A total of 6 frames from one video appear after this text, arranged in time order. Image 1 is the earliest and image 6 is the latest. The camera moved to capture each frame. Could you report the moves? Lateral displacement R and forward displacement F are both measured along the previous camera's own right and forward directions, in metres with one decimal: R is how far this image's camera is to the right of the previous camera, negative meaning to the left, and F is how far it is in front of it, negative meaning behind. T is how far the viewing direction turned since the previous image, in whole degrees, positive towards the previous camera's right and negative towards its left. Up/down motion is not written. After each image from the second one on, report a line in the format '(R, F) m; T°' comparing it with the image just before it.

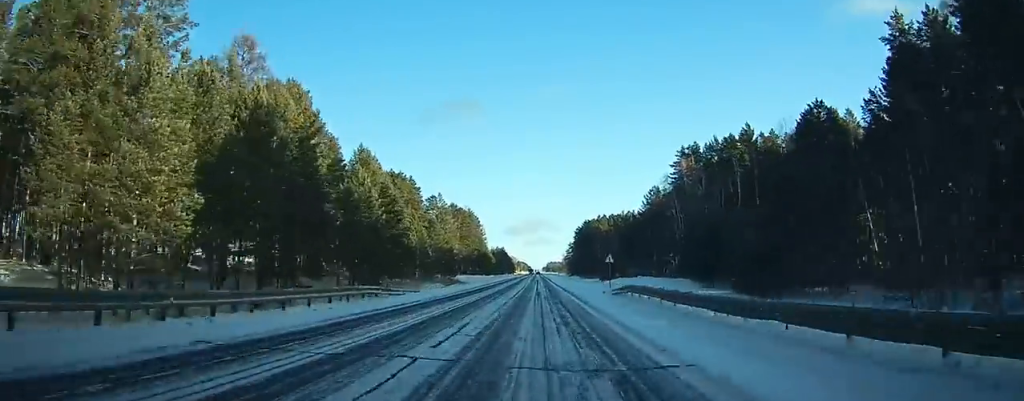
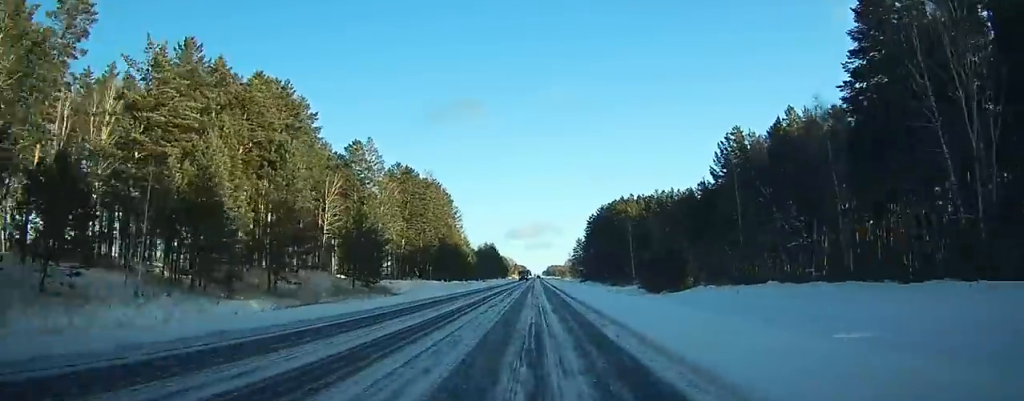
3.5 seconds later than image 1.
(-0.3, +82.7) m; 0°
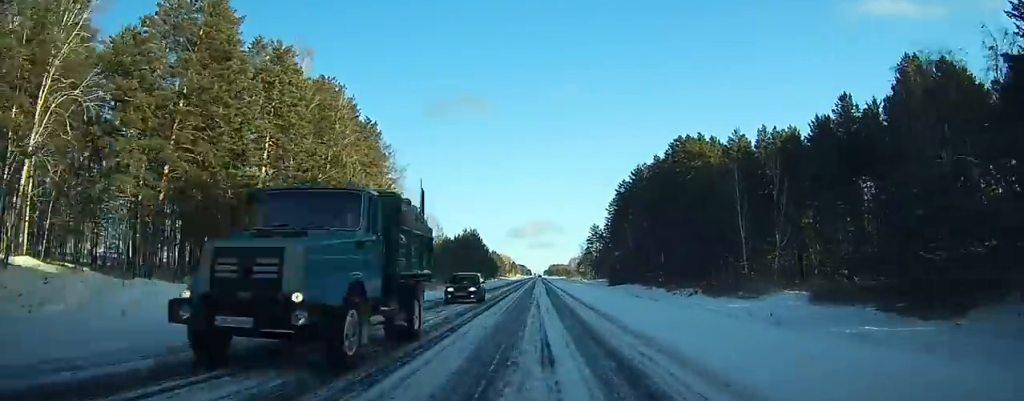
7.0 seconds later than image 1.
(-0.1, +84.9) m; 0°
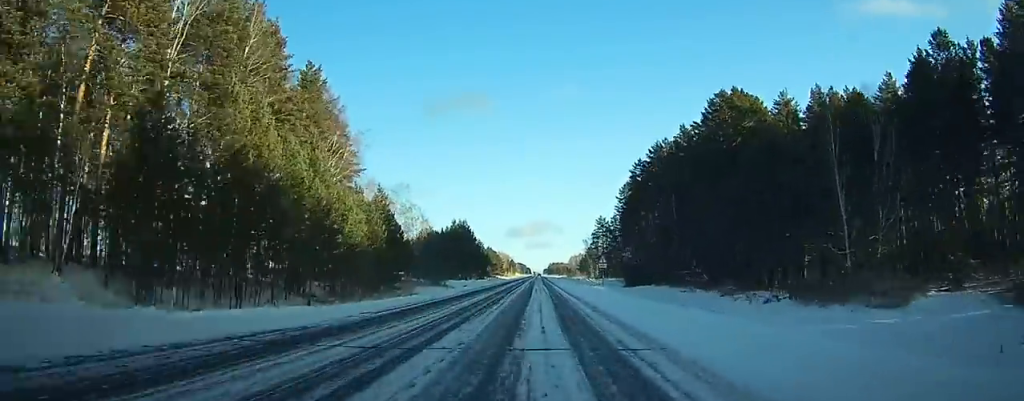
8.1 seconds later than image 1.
(-0.2, +25.8) m; 0°
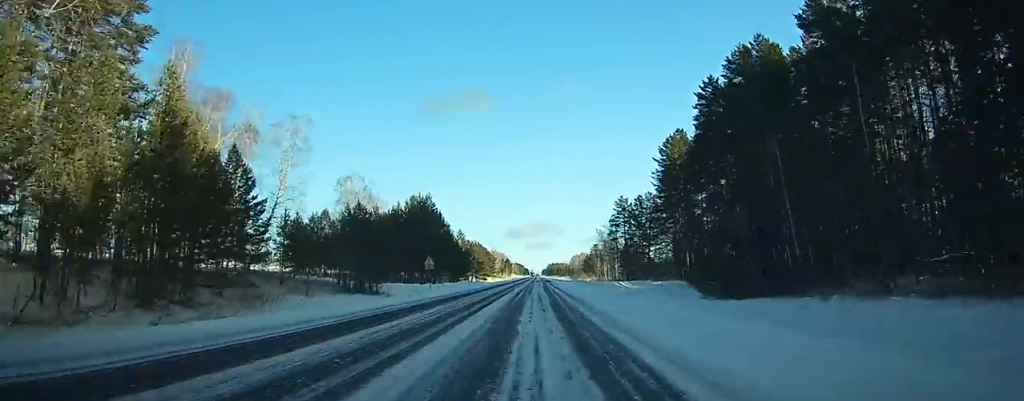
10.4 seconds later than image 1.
(+0.4, +56.6) m; +1°
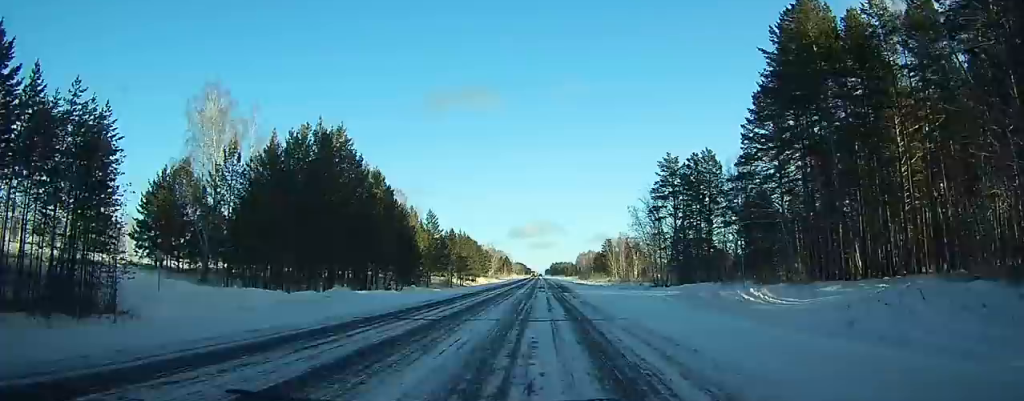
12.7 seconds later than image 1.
(-0.2, +55.0) m; -1°
